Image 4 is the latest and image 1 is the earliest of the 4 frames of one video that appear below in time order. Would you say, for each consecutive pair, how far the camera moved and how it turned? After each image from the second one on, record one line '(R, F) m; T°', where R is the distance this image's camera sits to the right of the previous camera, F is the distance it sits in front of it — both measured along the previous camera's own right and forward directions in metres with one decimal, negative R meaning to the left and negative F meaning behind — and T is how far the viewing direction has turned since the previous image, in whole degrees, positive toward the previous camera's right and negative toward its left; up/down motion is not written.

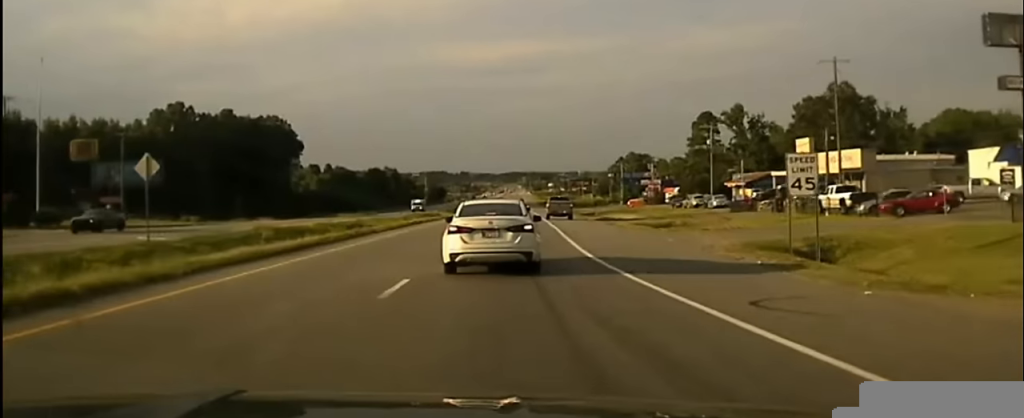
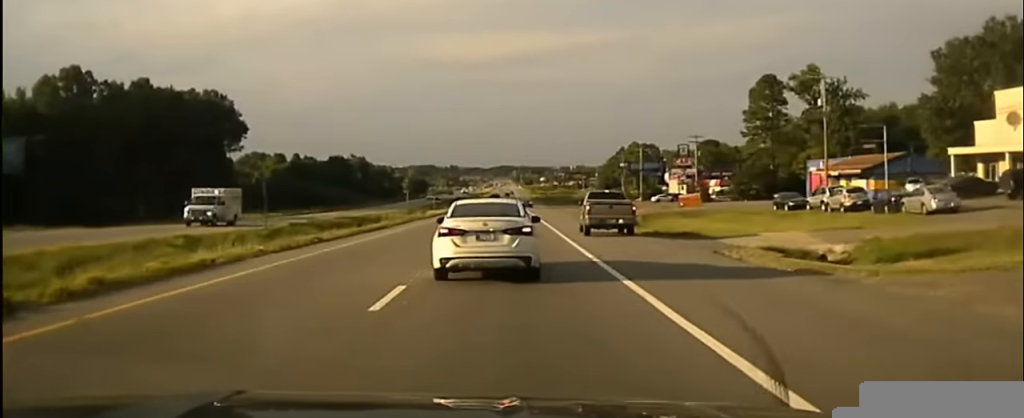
(-0.3, +48.8) m; 0°
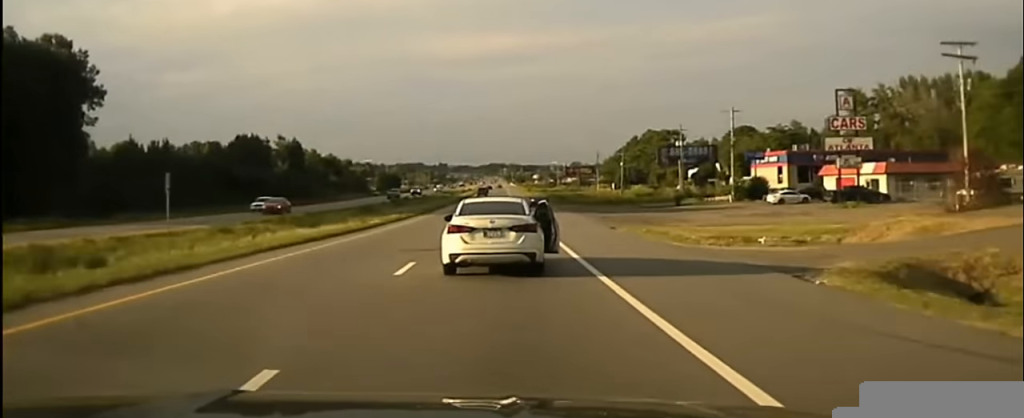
(+0.9, +80.4) m; +1°
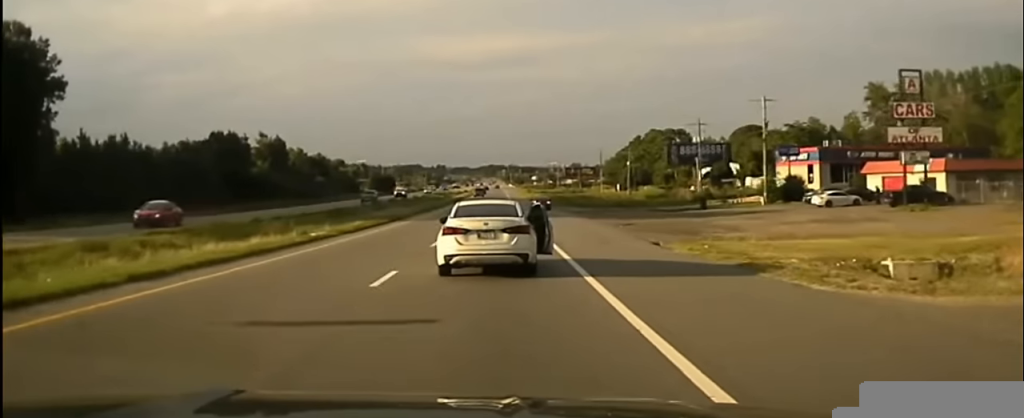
(0.0, +15.2) m; 0°
